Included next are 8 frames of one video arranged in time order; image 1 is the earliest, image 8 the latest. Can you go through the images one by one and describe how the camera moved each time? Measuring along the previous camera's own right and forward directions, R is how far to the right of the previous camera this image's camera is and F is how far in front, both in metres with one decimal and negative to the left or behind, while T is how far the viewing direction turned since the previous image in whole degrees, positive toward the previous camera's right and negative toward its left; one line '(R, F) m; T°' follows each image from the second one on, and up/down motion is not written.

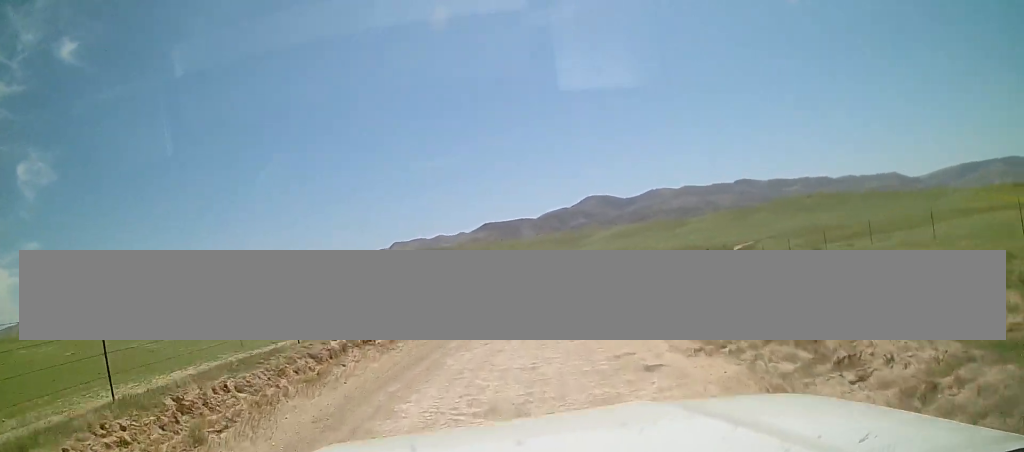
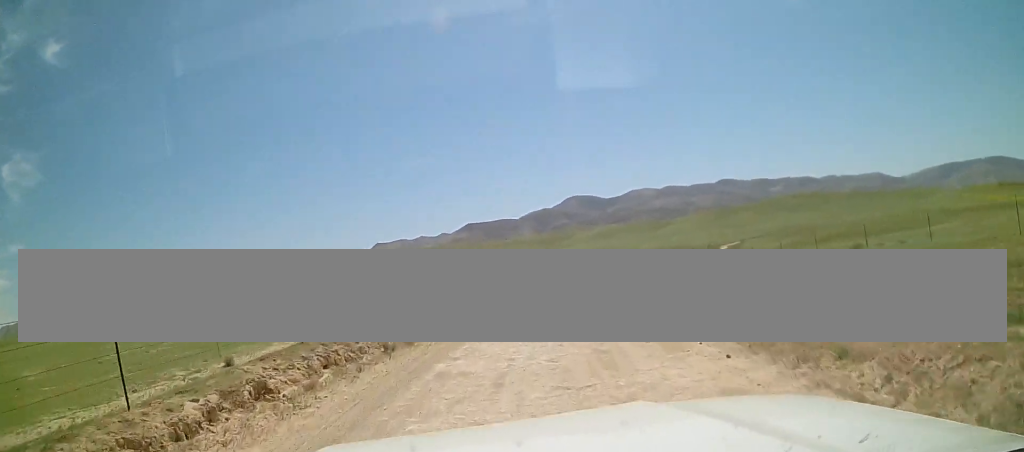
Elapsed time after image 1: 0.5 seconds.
(+0.3, +5.0) m; +3°
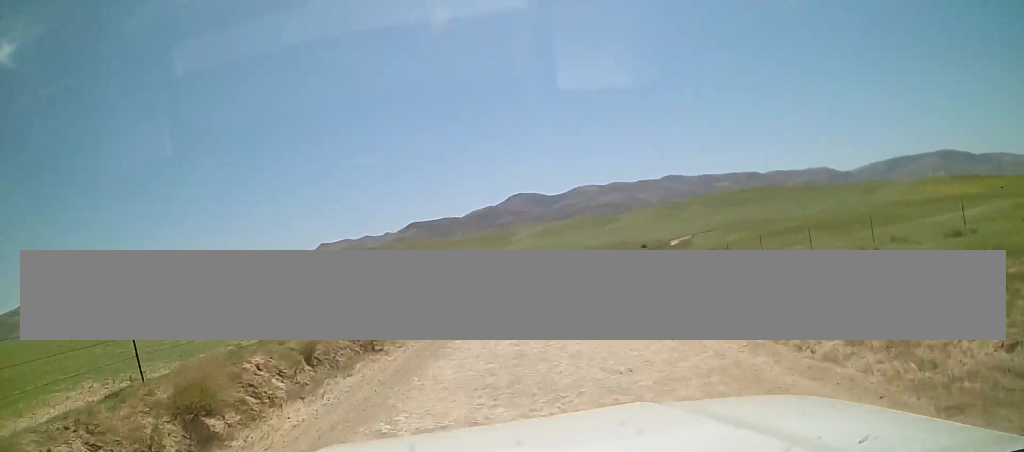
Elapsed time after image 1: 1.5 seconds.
(-0.1, +9.6) m; 0°
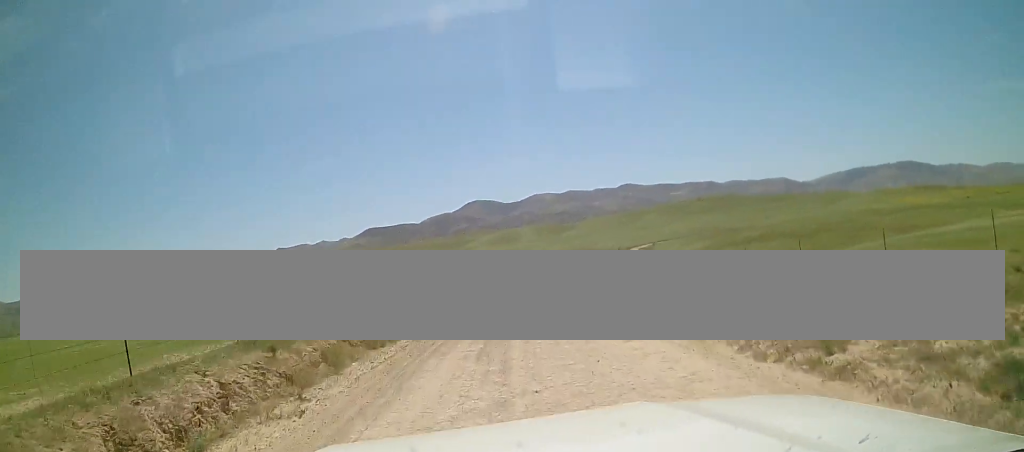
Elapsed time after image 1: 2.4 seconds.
(+0.1, +8.8) m; +5°
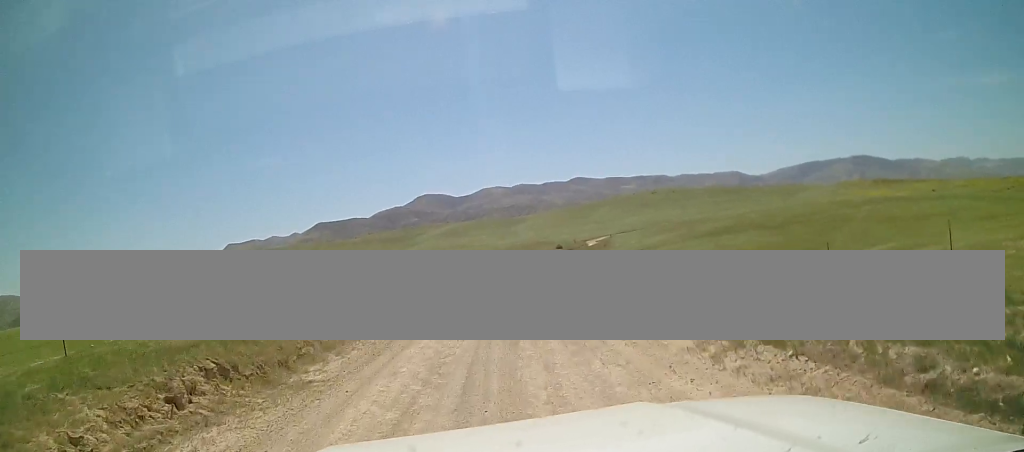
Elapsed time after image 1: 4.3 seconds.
(+1.4, +17.9) m; +6°
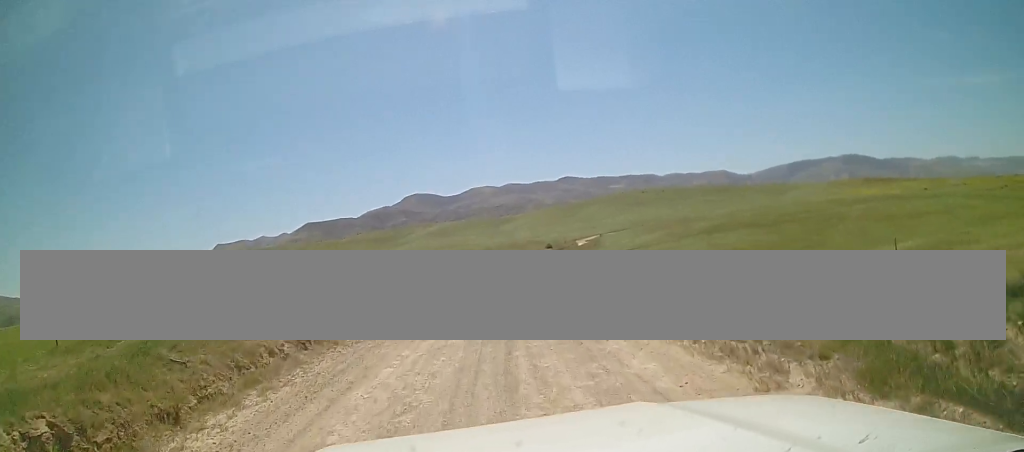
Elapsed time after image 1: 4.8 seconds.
(0.0, +4.2) m; +1°
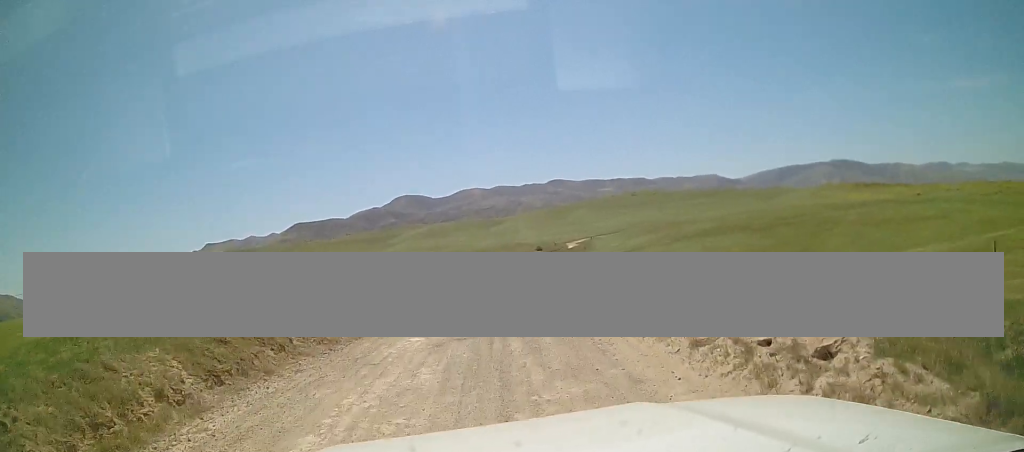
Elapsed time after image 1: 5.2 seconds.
(+0.1, +4.0) m; +2°
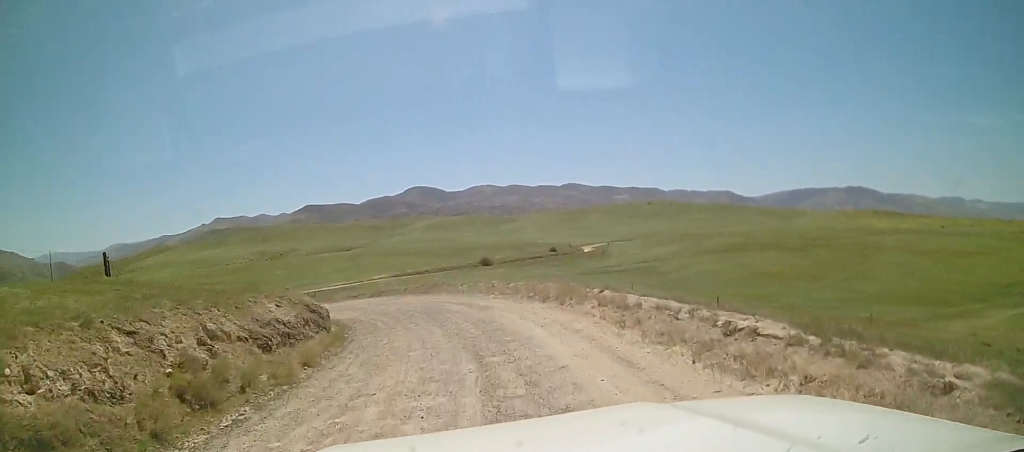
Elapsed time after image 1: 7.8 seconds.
(+0.2, +20.2) m; -2°
